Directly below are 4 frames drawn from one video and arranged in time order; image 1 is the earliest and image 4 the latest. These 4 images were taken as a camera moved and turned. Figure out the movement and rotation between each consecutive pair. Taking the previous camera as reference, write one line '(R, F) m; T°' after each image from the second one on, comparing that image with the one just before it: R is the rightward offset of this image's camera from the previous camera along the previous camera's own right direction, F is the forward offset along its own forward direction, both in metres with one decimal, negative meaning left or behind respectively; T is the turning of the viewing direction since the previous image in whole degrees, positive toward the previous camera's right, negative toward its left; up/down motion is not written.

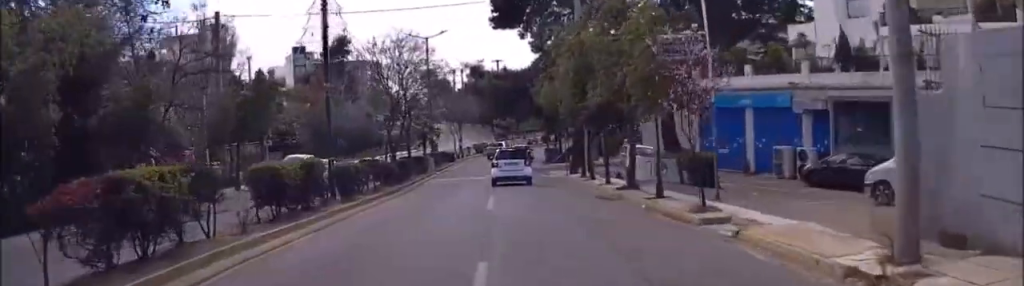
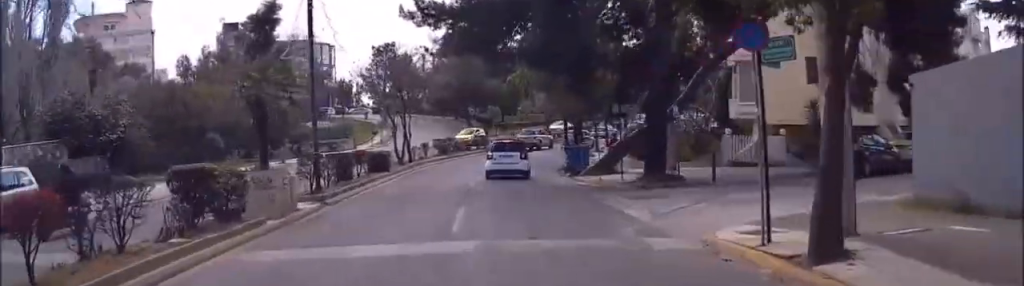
(+0.2, +25.9) m; +1°
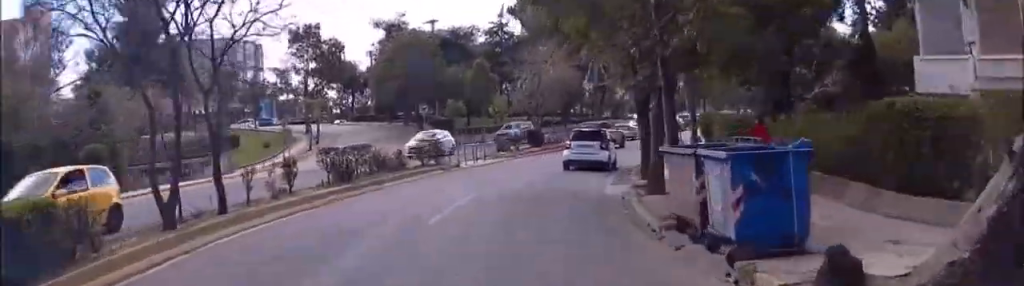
(+0.5, +24.8) m; +3°
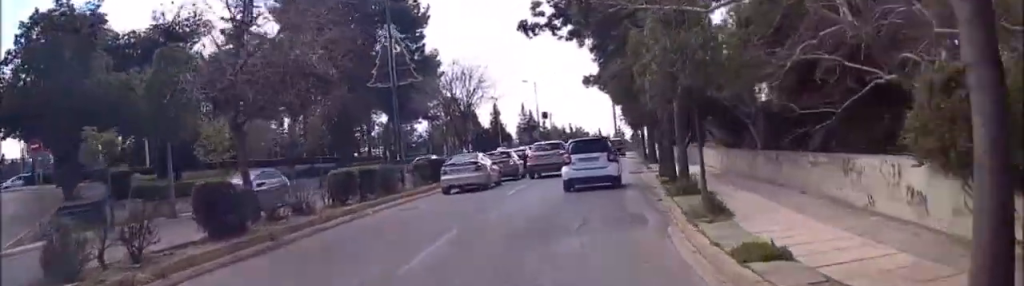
(+2.1, +28.2) m; +14°
